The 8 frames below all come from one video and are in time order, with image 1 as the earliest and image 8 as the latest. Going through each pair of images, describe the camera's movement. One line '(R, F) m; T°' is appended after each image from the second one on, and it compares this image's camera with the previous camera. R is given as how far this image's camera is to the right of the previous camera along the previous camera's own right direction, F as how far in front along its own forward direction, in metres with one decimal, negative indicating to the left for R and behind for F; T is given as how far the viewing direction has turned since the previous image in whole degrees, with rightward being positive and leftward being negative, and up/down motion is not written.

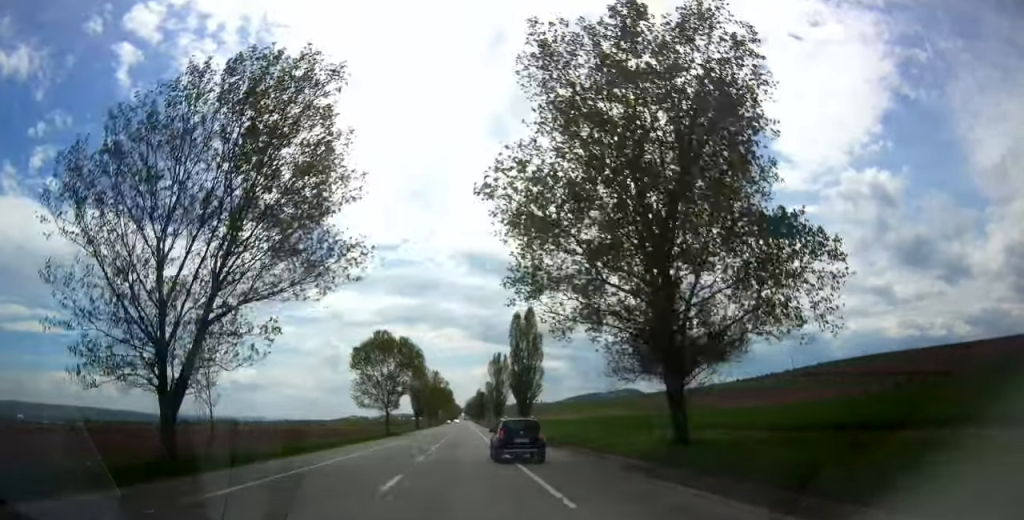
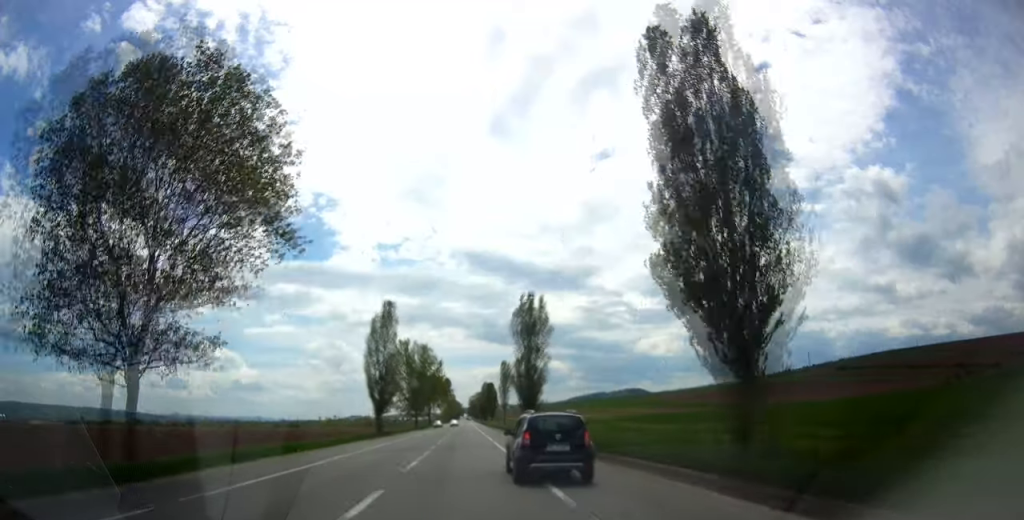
(+0.8, +59.0) m; +1°
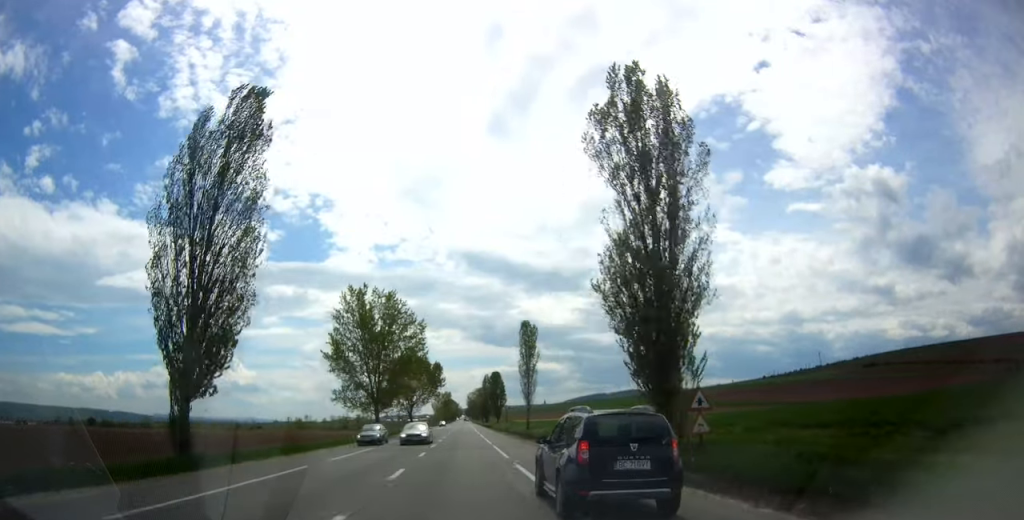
(-0.3, +49.3) m; 0°
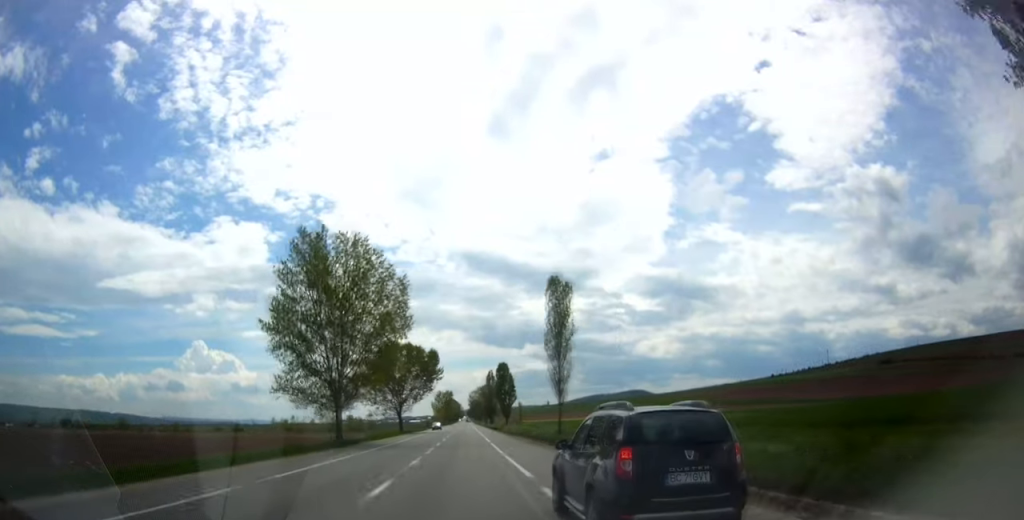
(+0.3, +22.5) m; 0°
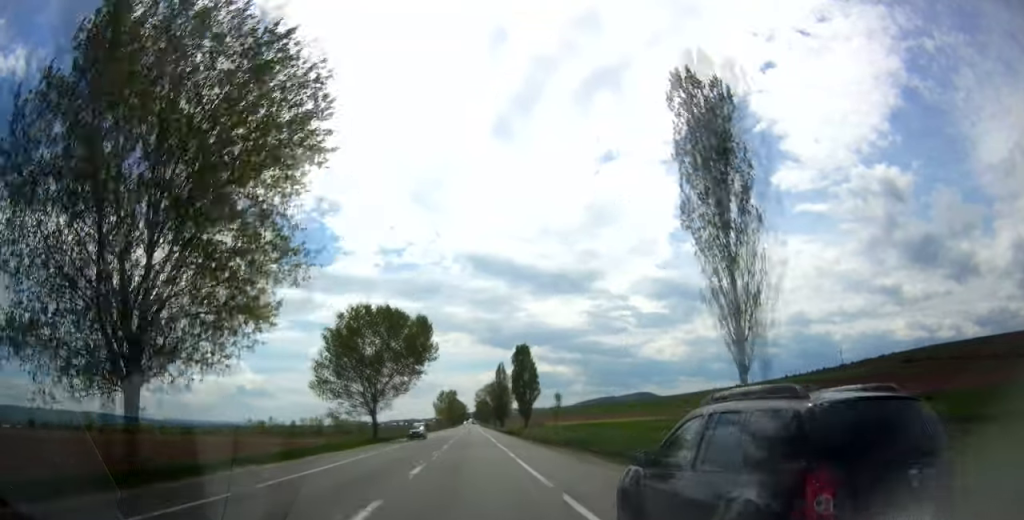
(-0.1, +31.4) m; 0°
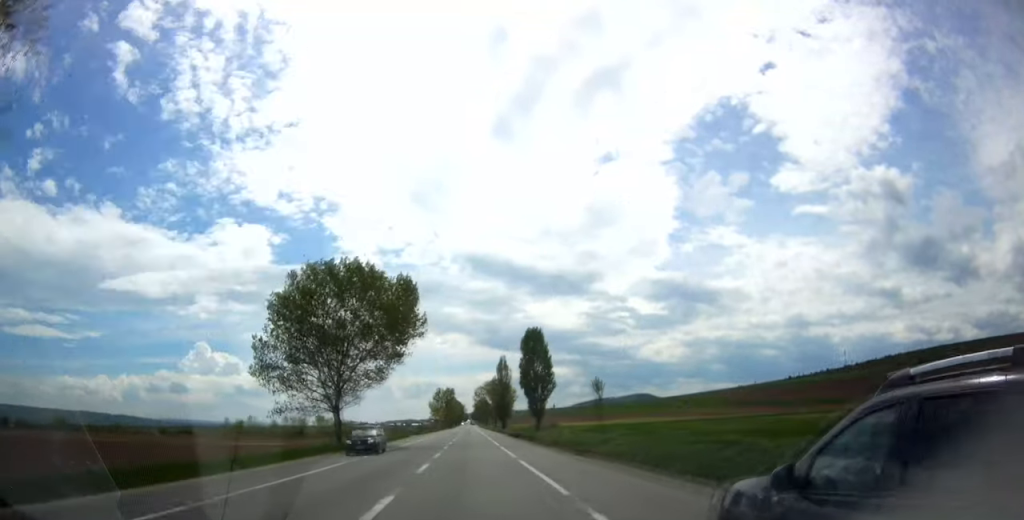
(0.0, +16.9) m; 0°
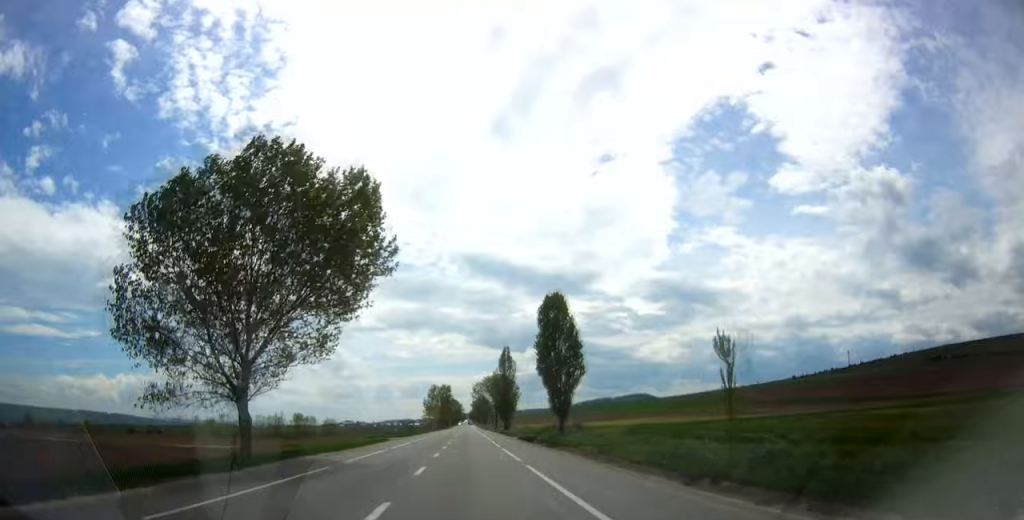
(+0.1, +19.4) m; 0°
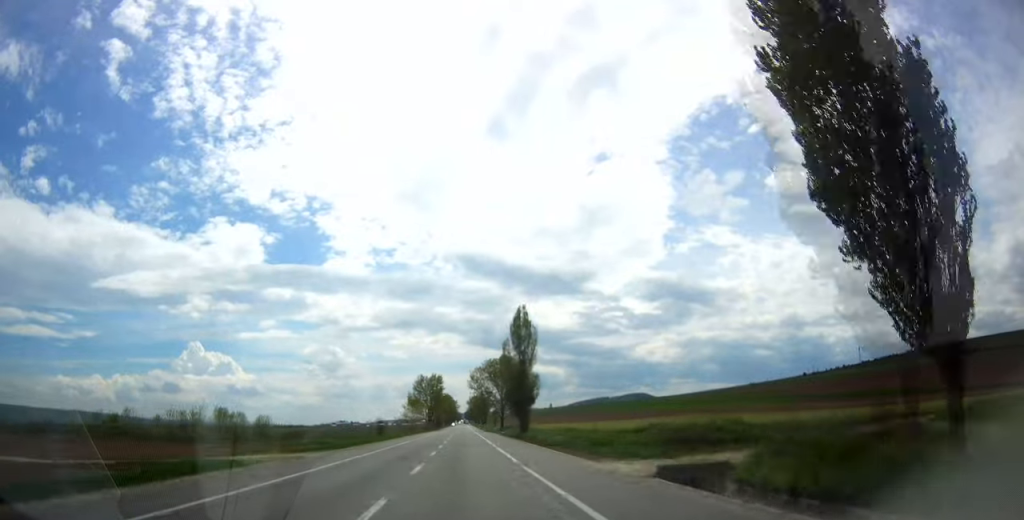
(-0.2, +44.4) m; -1°
